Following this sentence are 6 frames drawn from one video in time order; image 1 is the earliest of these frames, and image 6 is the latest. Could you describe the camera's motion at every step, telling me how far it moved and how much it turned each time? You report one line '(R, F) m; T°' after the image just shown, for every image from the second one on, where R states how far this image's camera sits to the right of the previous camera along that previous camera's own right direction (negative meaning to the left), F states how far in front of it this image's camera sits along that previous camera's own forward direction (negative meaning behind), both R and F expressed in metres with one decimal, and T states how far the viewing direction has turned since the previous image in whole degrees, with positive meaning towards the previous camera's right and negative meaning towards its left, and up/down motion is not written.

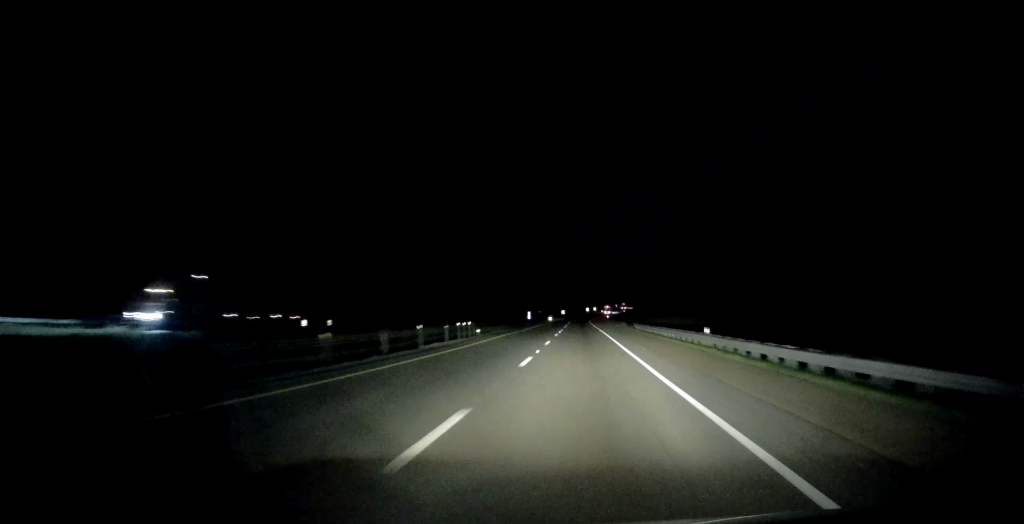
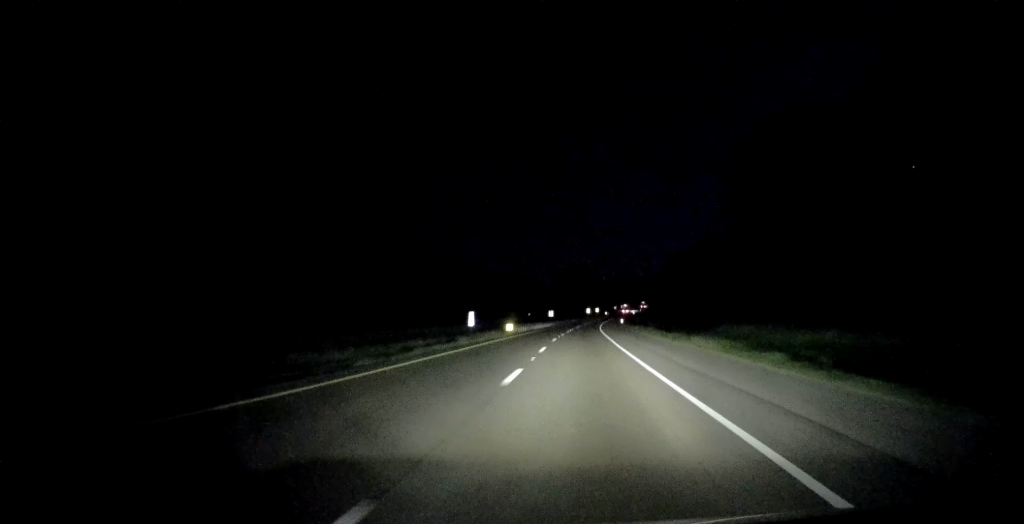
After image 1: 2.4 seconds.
(-0.1, +78.8) m; 0°
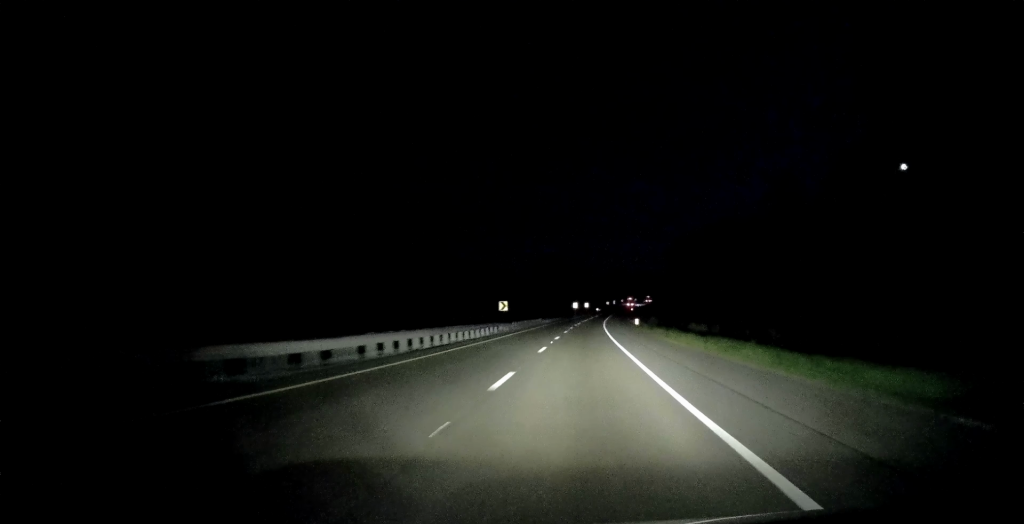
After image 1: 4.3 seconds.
(+0.2, +60.7) m; +1°
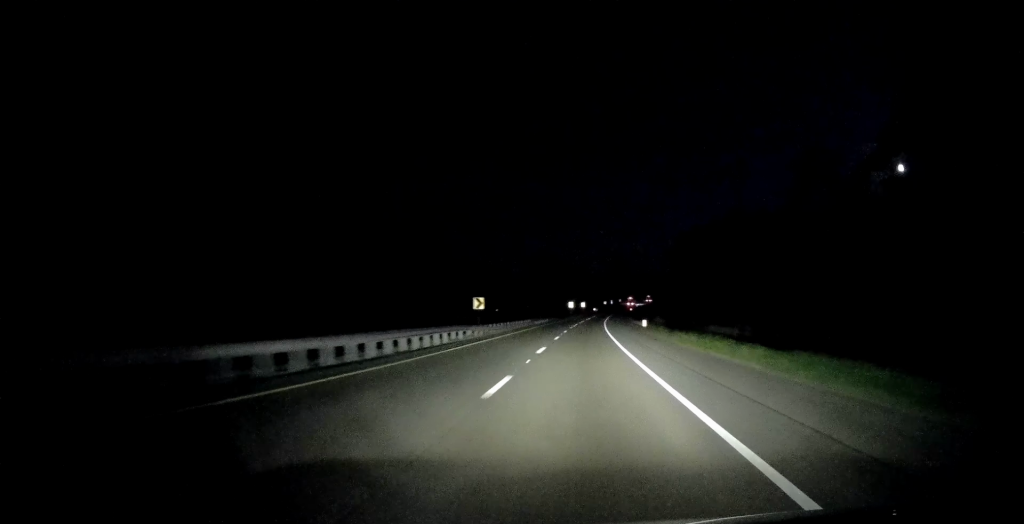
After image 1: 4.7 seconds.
(+0.2, +13.0) m; 0°
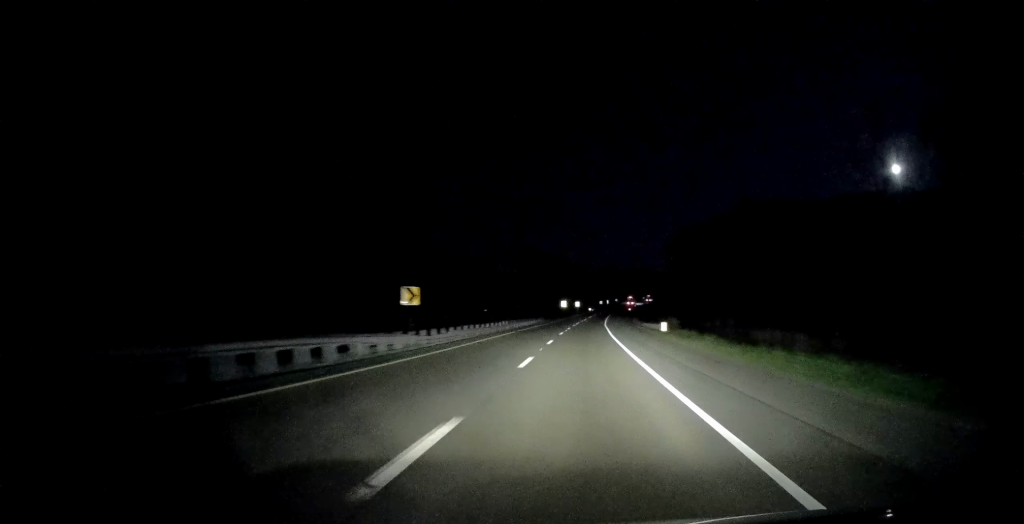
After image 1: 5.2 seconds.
(+0.2, +18.4) m; +1°
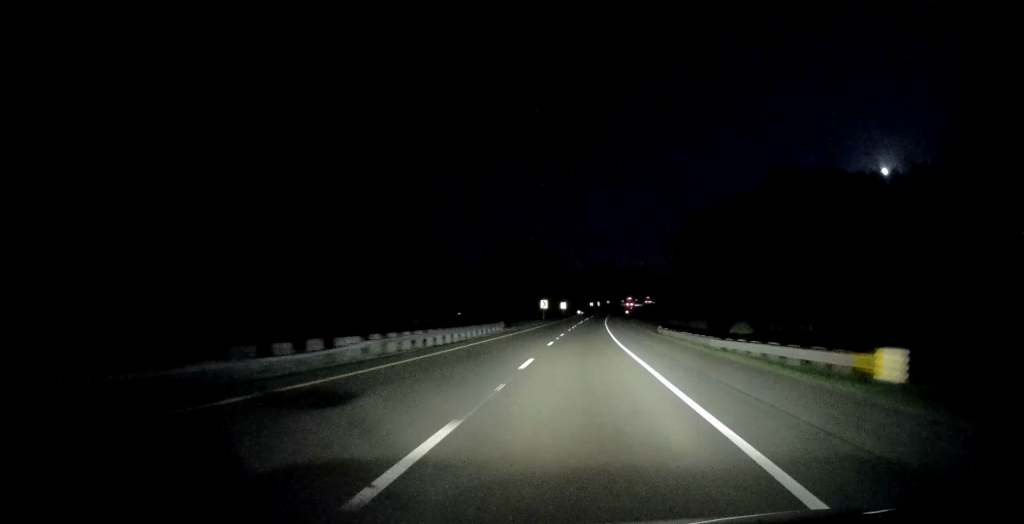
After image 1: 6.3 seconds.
(+0.1, +35.9) m; +1°
